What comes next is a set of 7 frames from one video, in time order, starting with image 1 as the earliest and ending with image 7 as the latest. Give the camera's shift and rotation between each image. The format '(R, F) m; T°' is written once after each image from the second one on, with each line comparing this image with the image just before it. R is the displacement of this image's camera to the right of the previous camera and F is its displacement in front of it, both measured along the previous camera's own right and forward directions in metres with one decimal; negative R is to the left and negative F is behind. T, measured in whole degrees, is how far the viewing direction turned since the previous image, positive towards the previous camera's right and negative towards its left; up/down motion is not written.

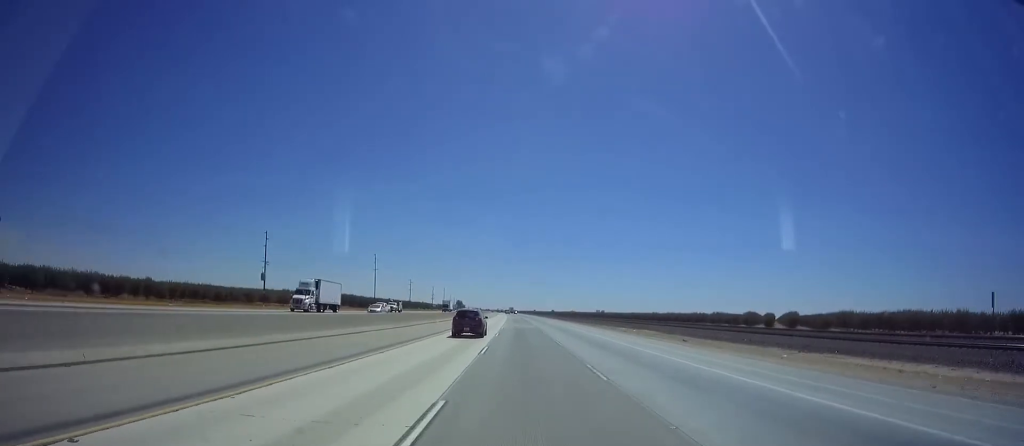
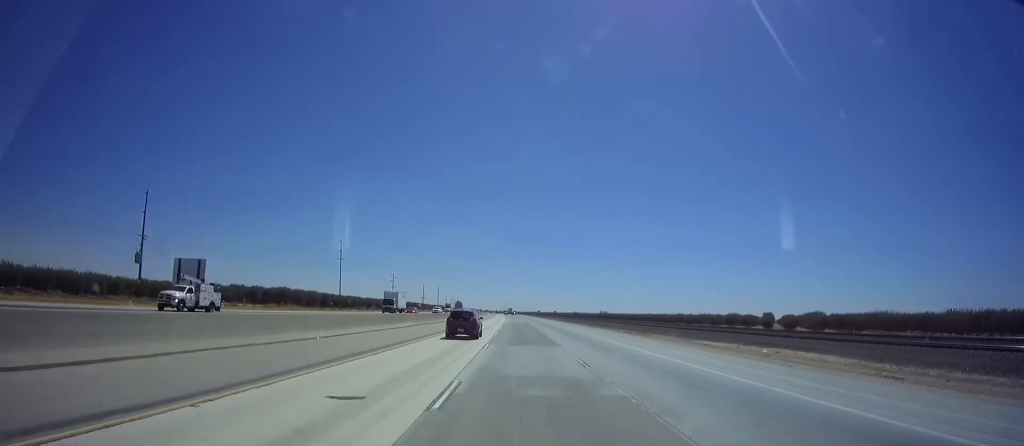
(-0.1, +40.7) m; 0°
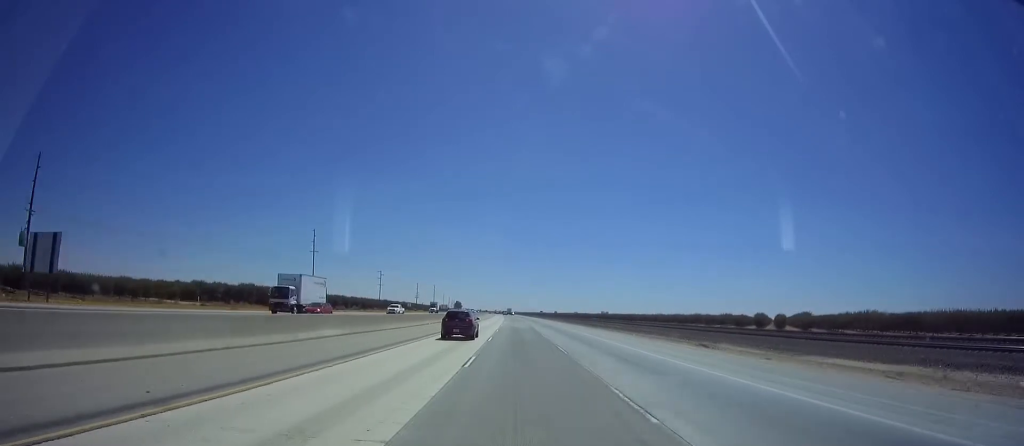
(0.0, +22.1) m; 0°
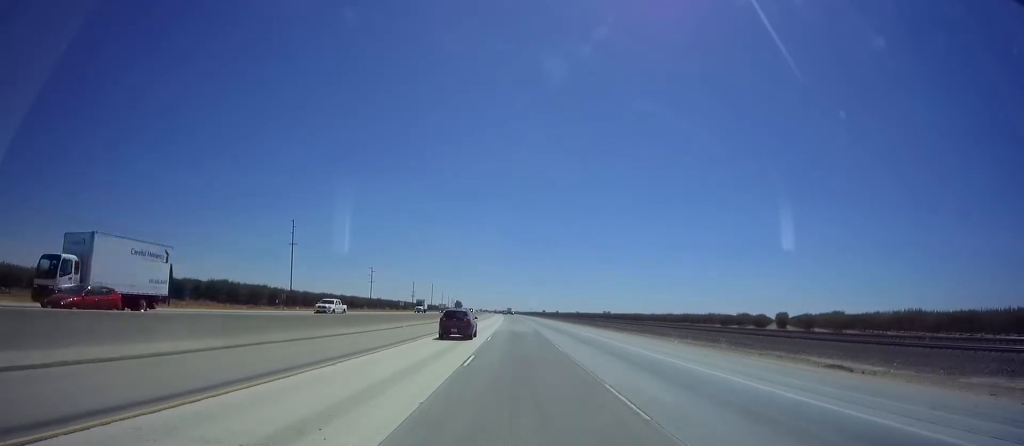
(0.0, +14.4) m; 0°
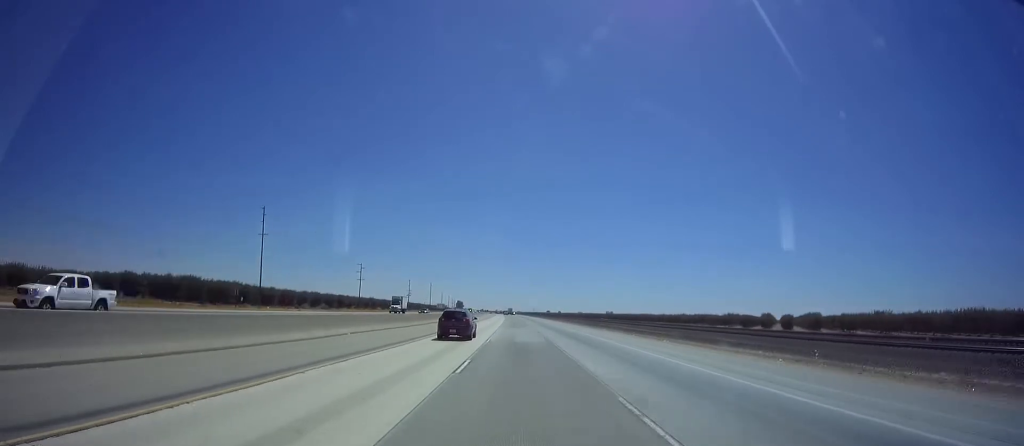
(0.0, +16.6) m; 0°
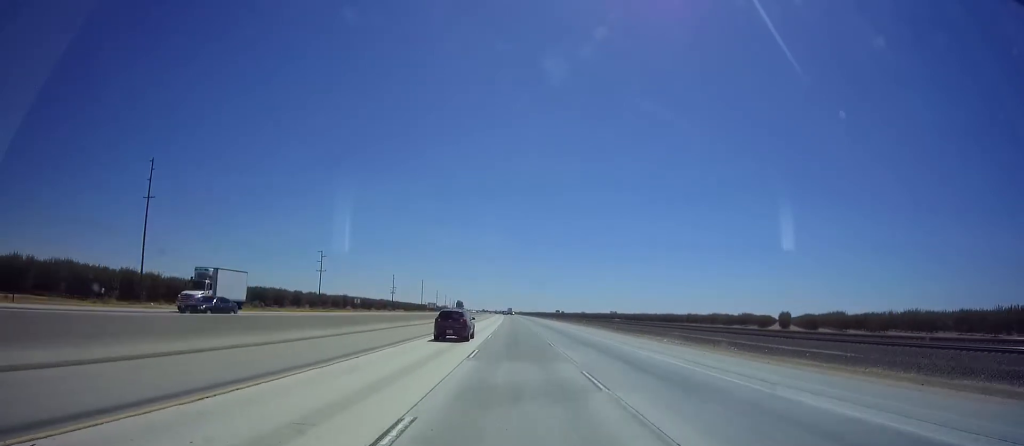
(0.0, +38.8) m; 0°
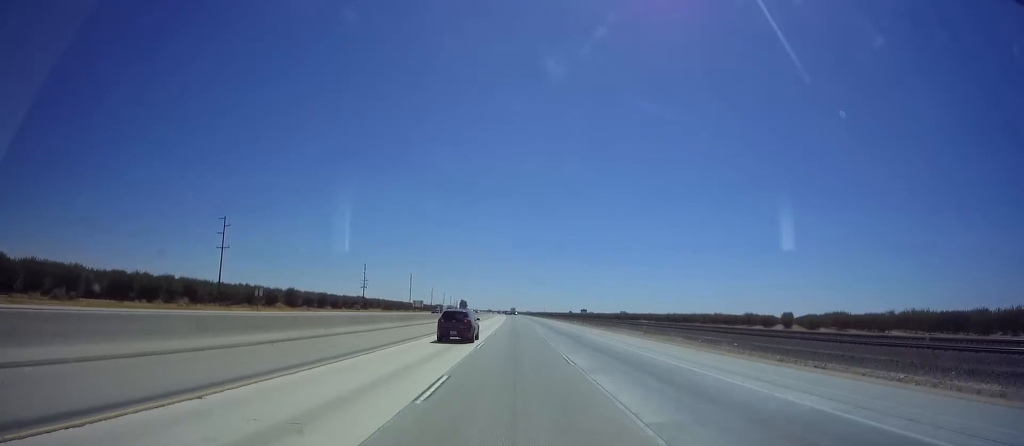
(-1.0, +53.3) m; -1°
